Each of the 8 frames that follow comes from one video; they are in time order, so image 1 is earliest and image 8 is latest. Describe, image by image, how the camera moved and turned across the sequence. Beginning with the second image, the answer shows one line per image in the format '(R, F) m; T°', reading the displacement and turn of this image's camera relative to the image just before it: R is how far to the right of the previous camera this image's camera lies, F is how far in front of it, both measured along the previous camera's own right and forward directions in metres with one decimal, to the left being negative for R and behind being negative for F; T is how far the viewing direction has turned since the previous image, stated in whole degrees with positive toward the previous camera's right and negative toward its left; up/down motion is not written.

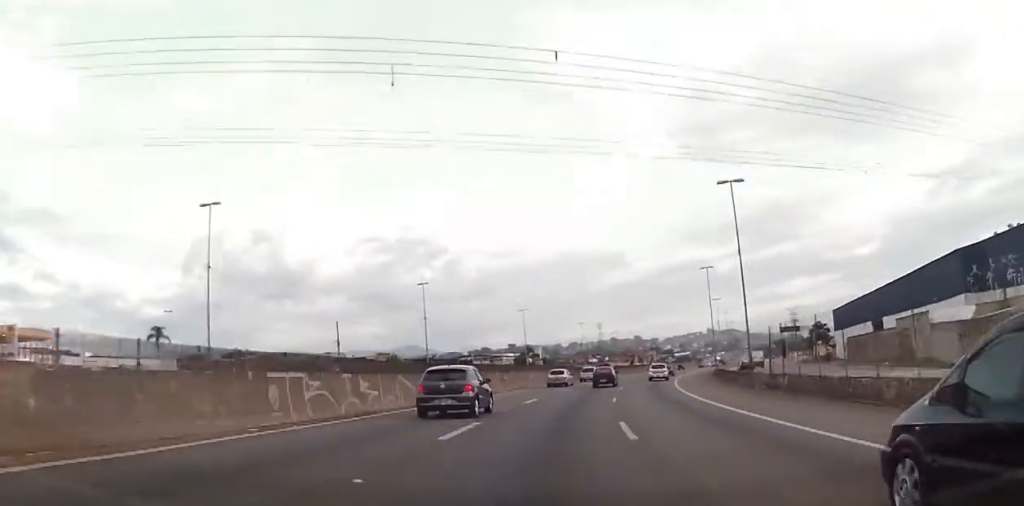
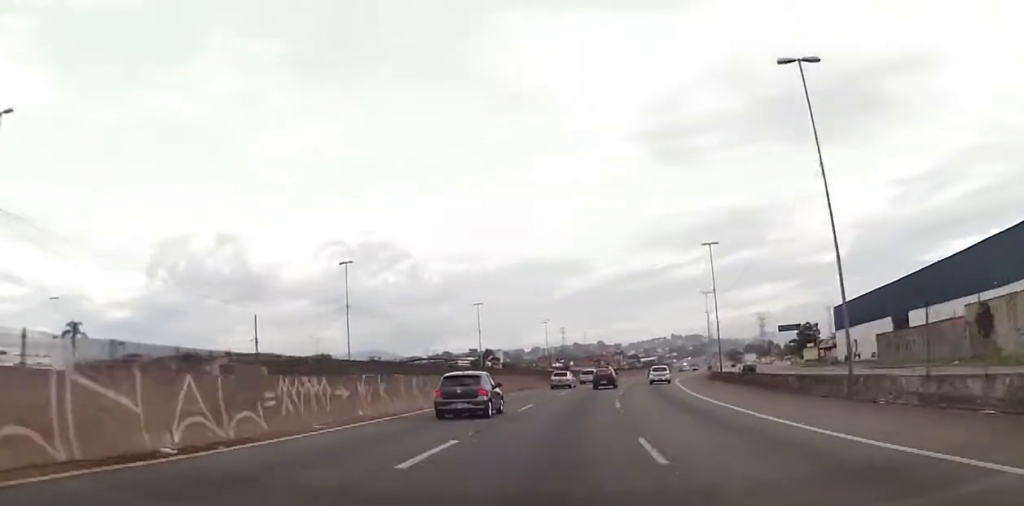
(+0.3, +18.5) m; +2°
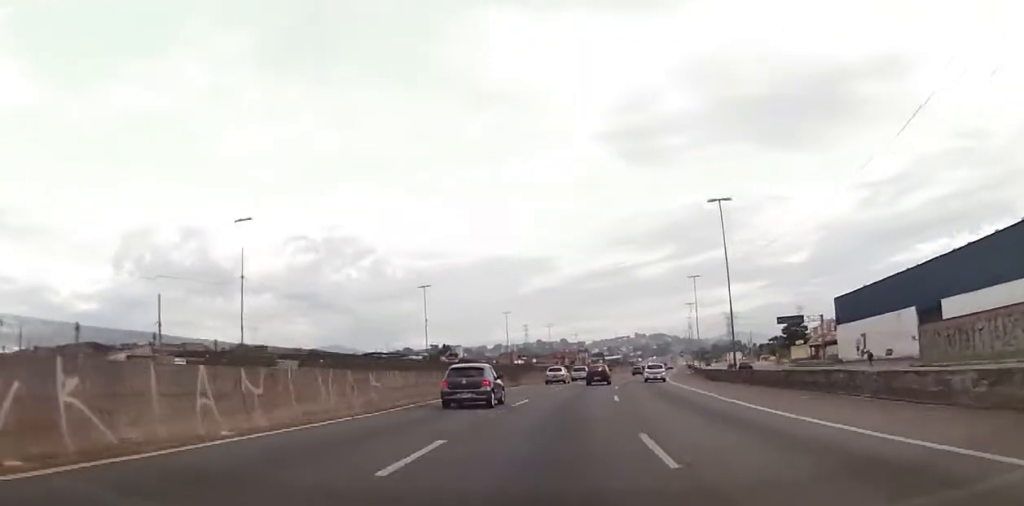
(+0.3, +16.4) m; +3°
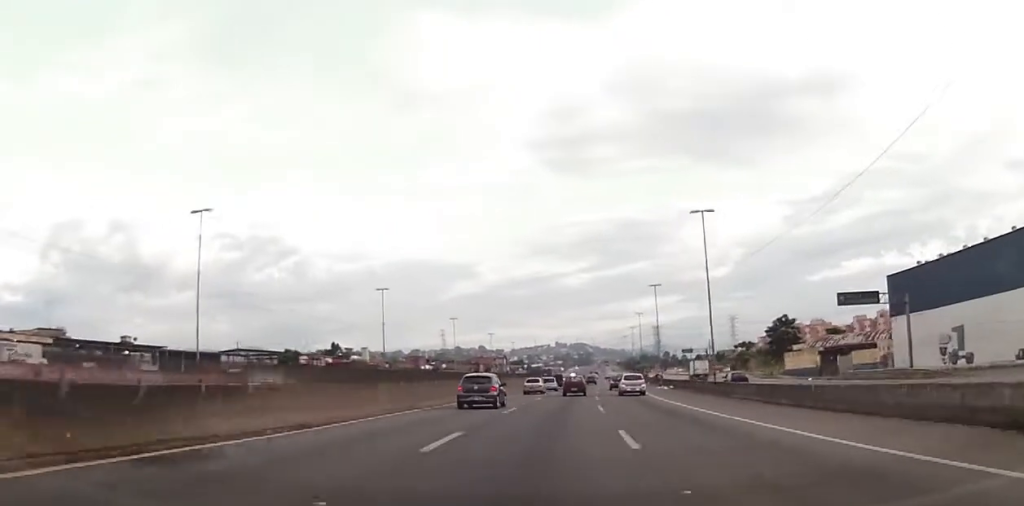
(+3.1, +43.4) m; +7°
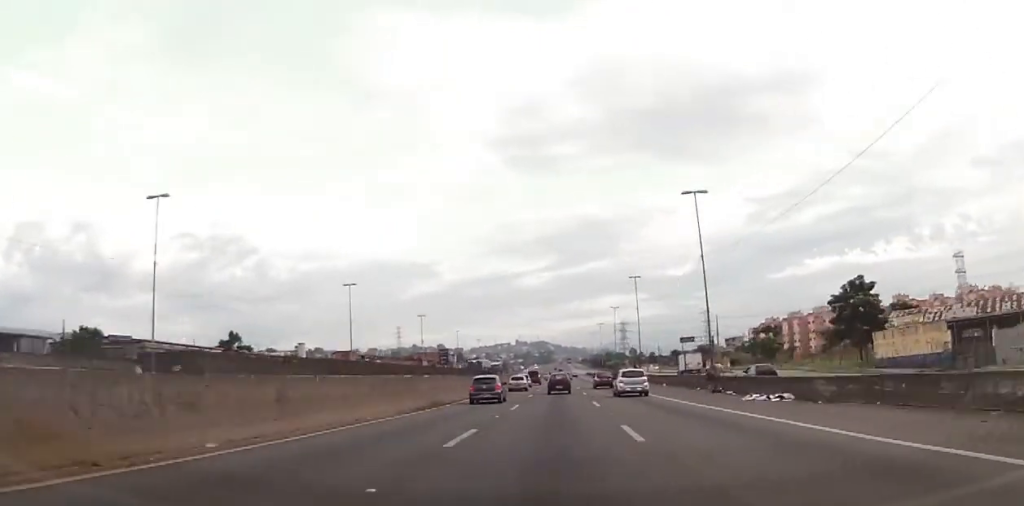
(+2.1, +47.8) m; +4°
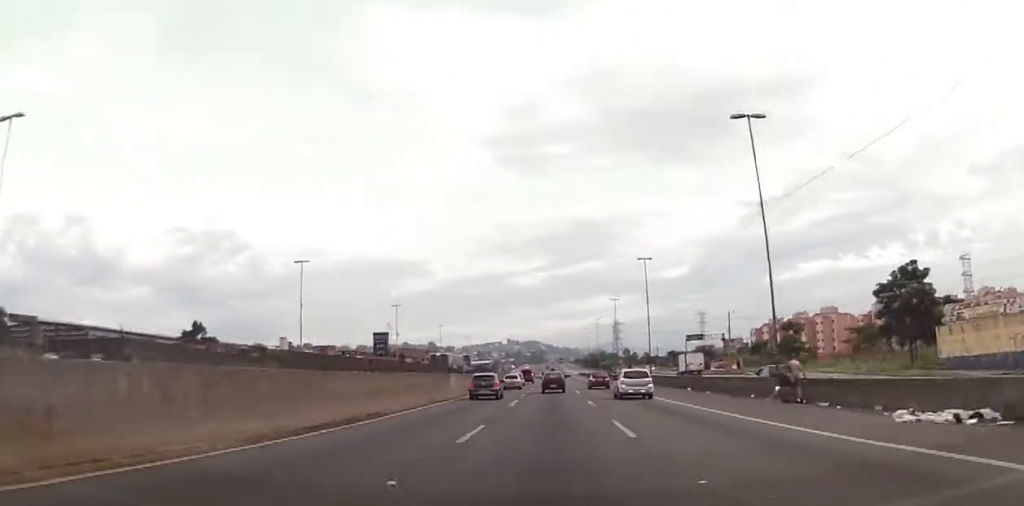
(+0.2, +16.0) m; 0°
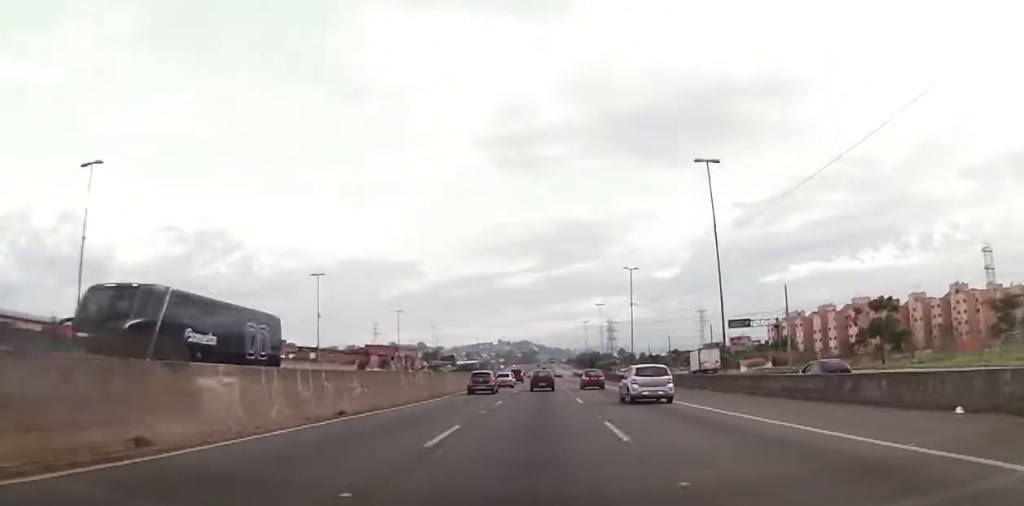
(-0.2, +35.4) m; 0°
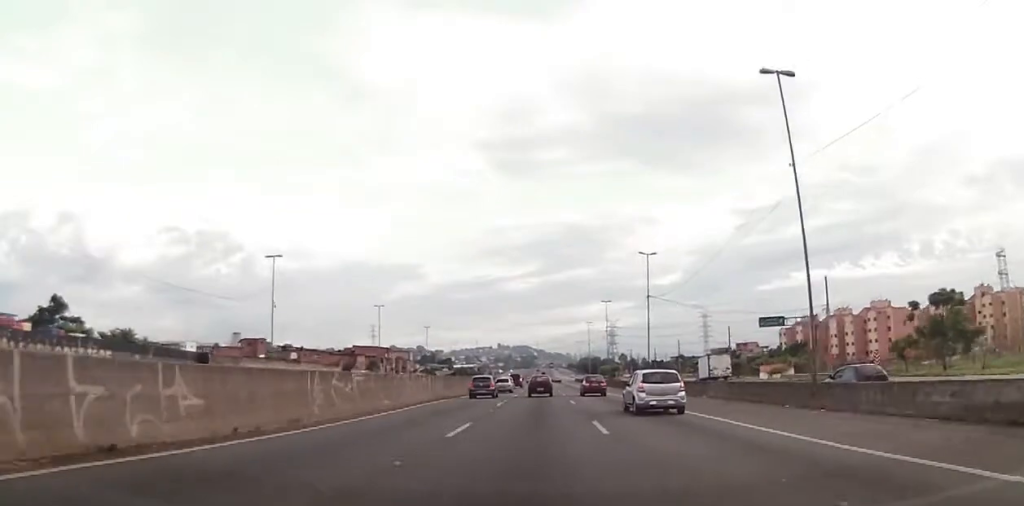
(+0.2, +13.2) m; 0°
